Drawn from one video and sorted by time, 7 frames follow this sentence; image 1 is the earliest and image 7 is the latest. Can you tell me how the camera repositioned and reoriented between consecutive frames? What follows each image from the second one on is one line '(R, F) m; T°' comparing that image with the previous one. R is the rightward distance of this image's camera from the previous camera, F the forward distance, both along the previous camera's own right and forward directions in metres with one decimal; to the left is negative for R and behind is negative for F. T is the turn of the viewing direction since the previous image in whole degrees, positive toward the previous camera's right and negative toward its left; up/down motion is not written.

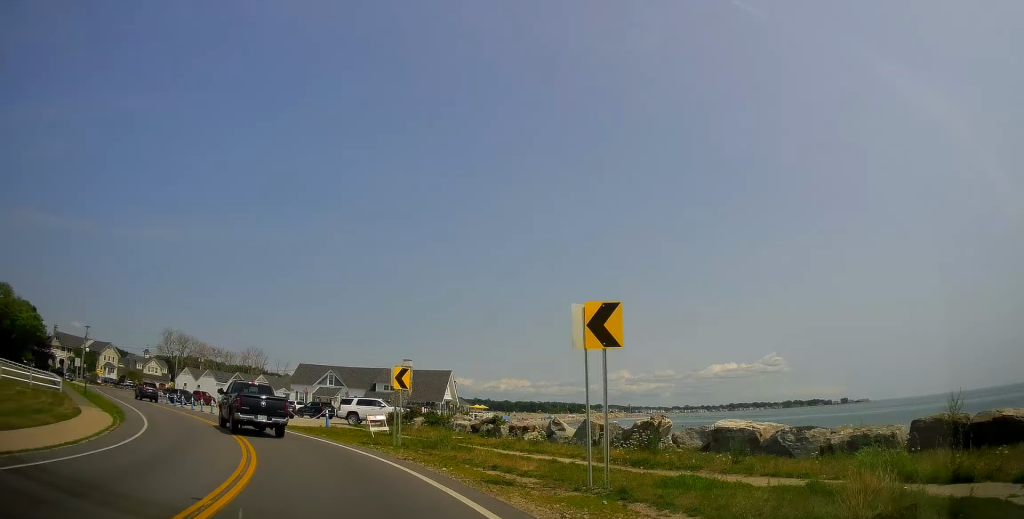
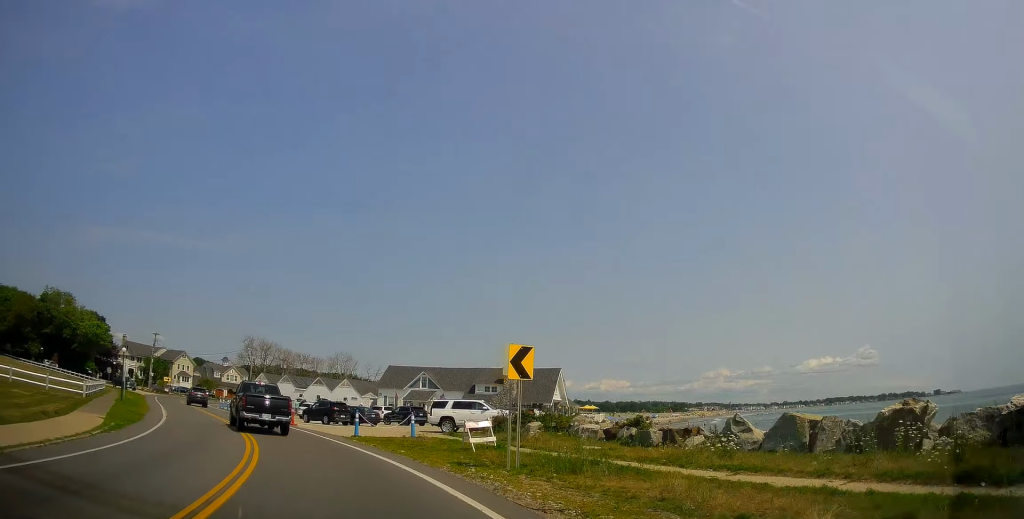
(-0.6, +7.8) m; -8°
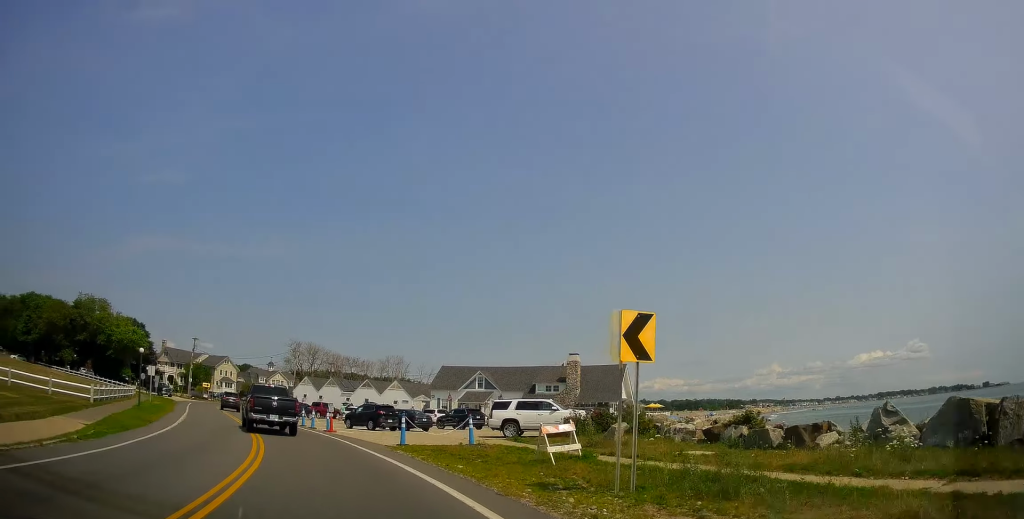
(+0.1, +4.5) m; -4°
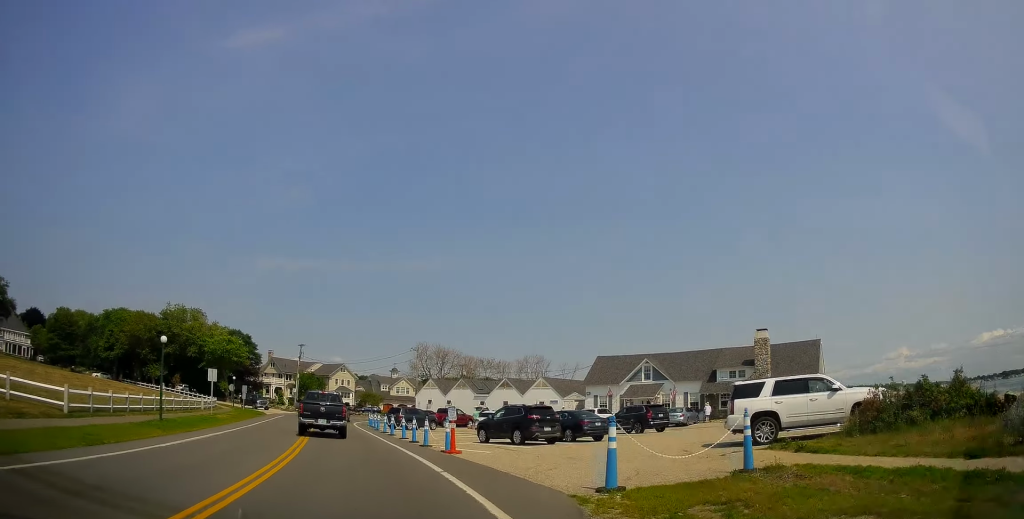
(-1.4, +12.4) m; -16°
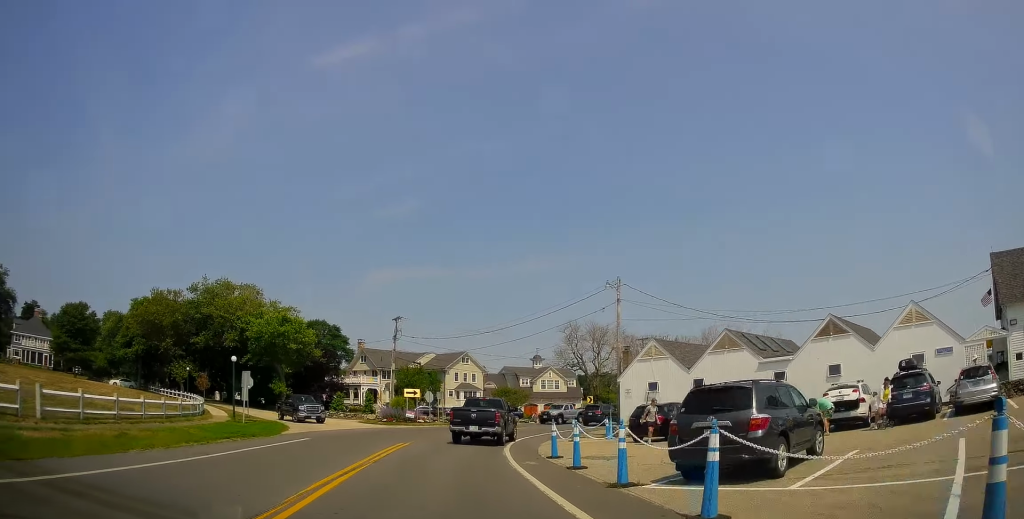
(-4.2, +34.9) m; -6°
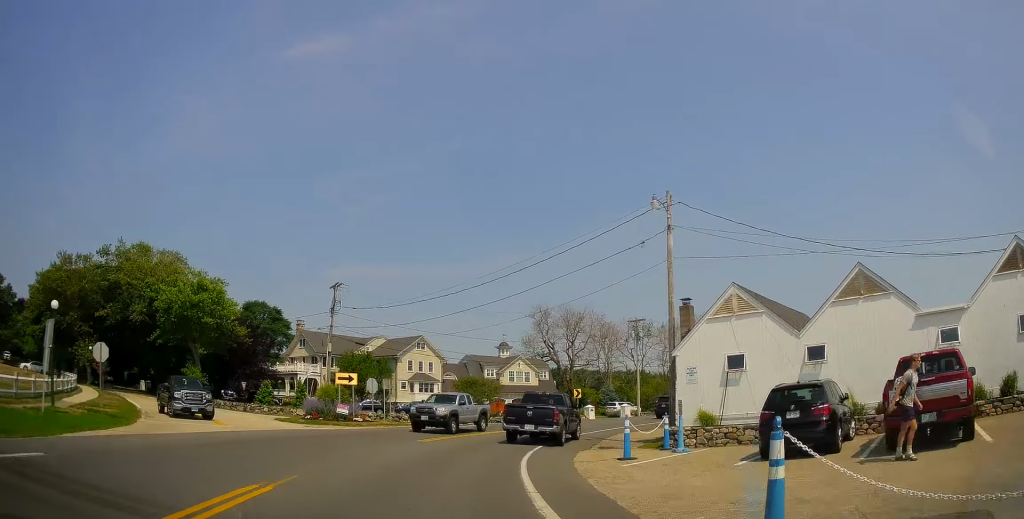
(+0.9, +13.7) m; +5°
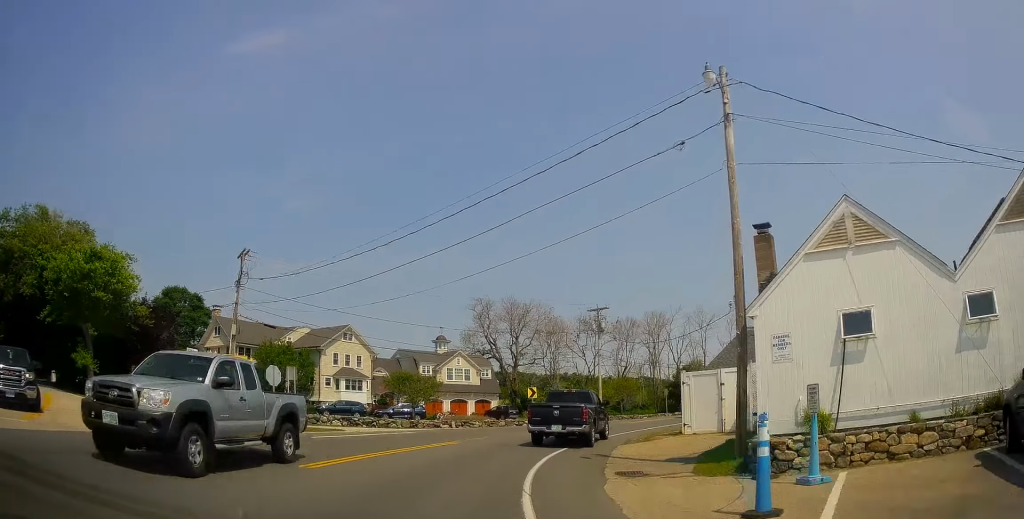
(-0.1, +9.3) m; +3°
